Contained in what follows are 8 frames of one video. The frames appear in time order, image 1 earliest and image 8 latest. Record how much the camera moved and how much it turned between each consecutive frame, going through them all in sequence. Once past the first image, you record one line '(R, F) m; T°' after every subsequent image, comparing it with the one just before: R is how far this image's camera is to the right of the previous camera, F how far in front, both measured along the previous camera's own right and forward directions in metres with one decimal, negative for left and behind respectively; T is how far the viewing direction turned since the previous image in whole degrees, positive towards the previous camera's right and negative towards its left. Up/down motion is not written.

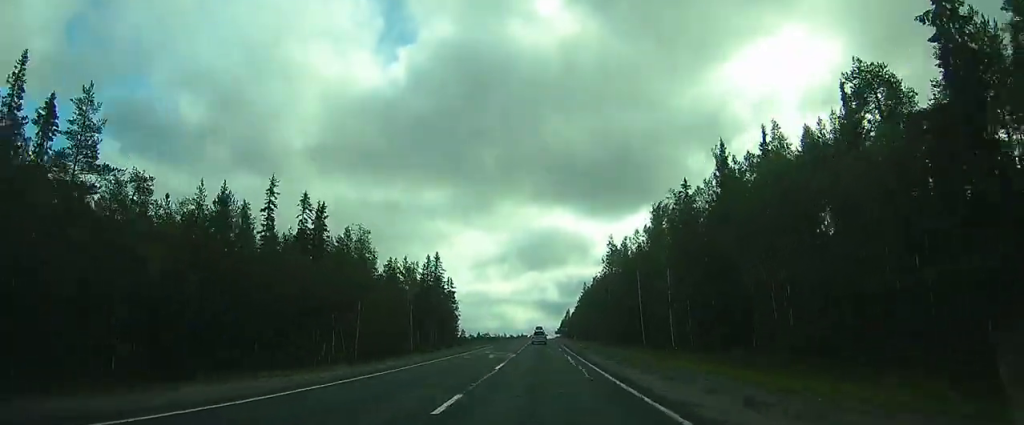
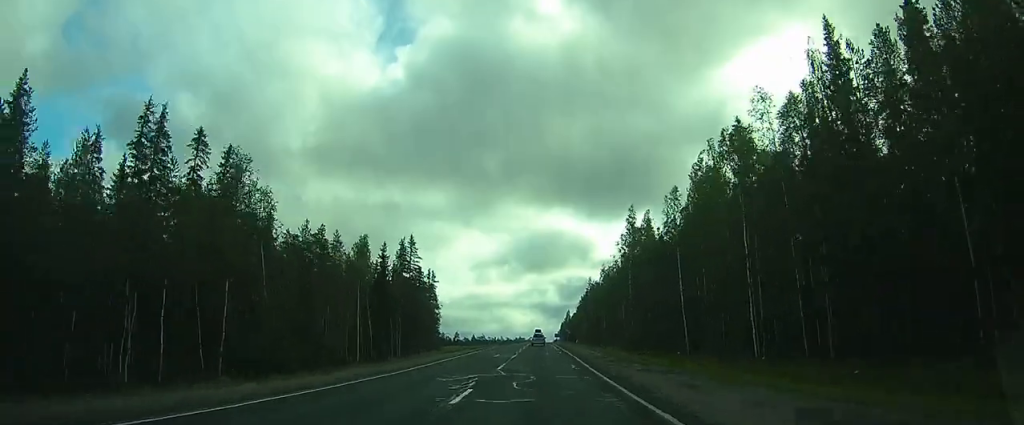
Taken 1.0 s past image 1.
(-0.4, +24.1) m; -1°
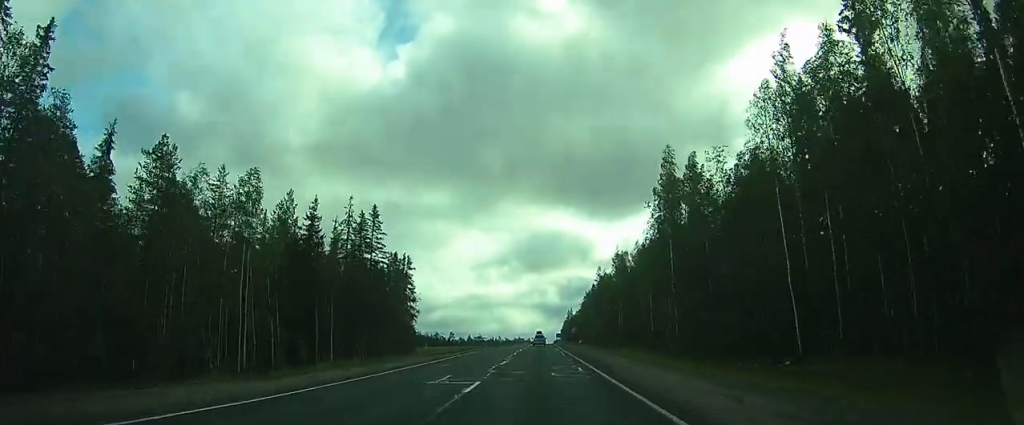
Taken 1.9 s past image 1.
(+0.1, +23.1) m; -1°
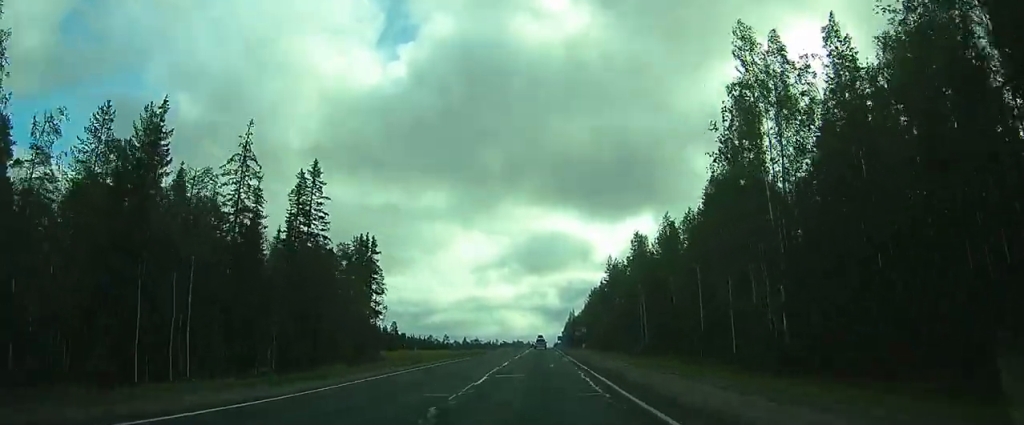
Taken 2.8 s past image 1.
(-0.2, +21.0) m; -1°
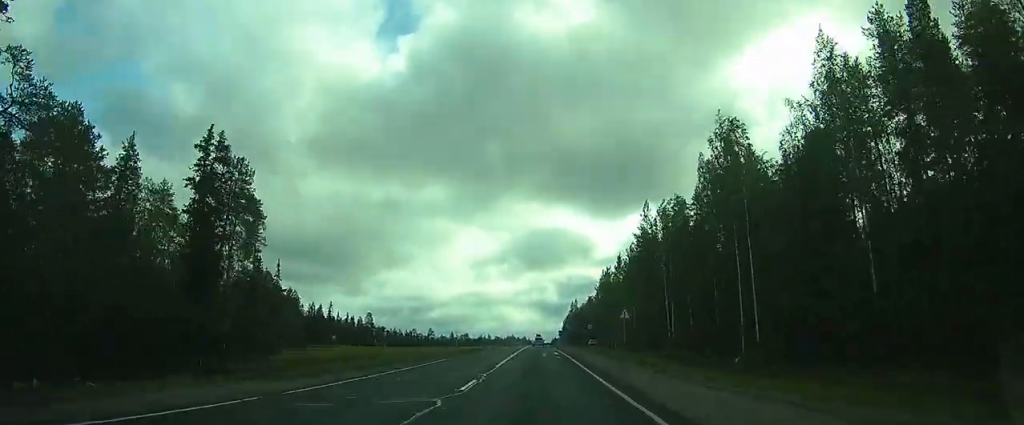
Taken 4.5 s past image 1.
(-0.3, +38.3) m; 0°
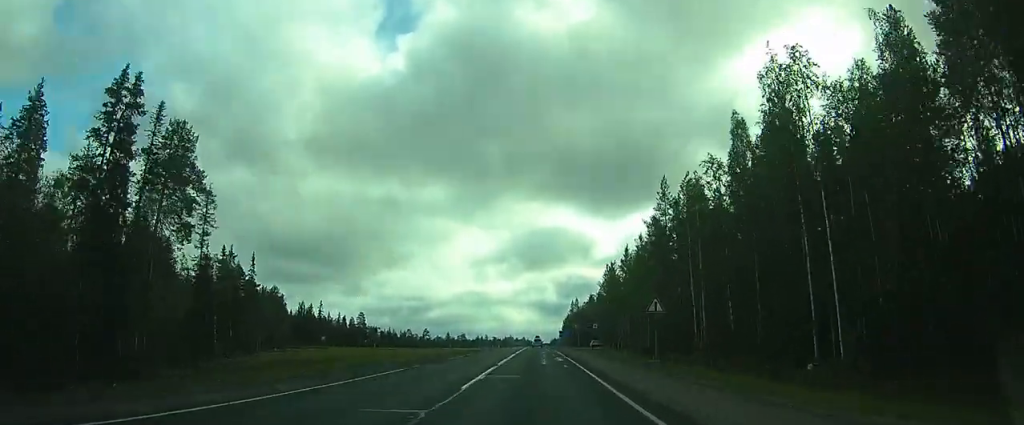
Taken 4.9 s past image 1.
(0.0, +9.9) m; 0°
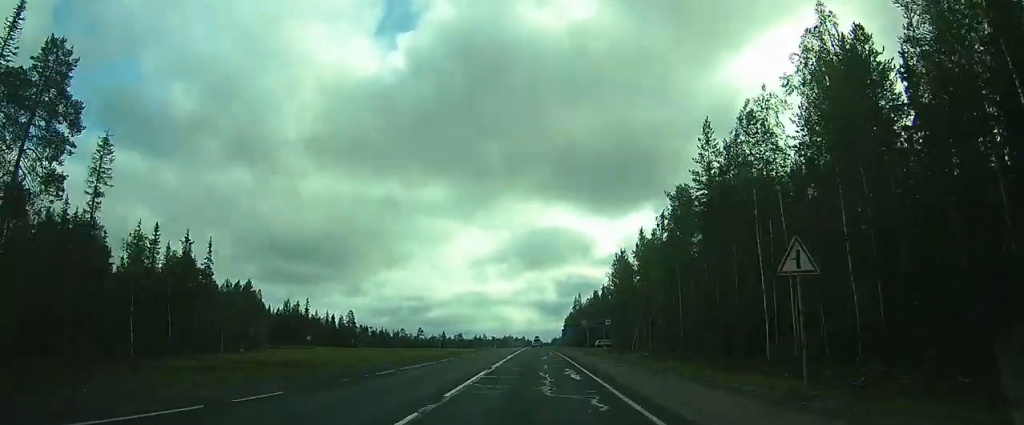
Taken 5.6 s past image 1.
(0.0, +14.4) m; 0°
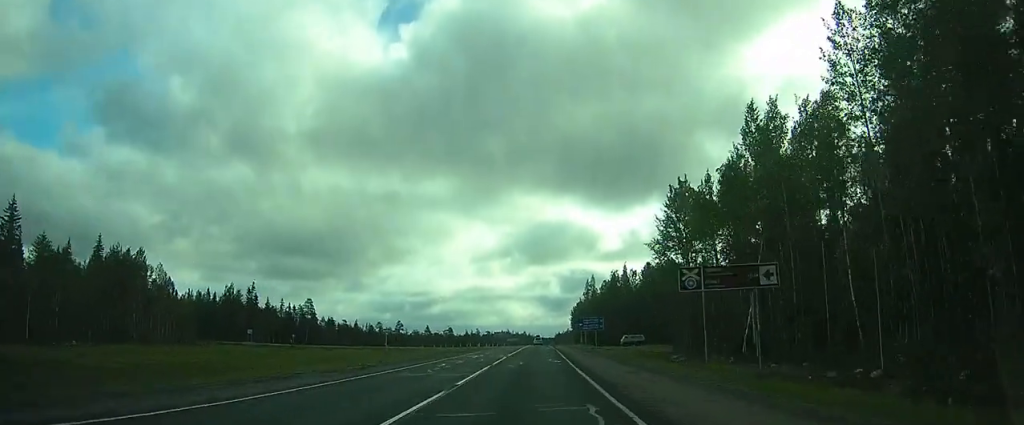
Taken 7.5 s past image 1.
(+0.8, +43.6) m; +2°
